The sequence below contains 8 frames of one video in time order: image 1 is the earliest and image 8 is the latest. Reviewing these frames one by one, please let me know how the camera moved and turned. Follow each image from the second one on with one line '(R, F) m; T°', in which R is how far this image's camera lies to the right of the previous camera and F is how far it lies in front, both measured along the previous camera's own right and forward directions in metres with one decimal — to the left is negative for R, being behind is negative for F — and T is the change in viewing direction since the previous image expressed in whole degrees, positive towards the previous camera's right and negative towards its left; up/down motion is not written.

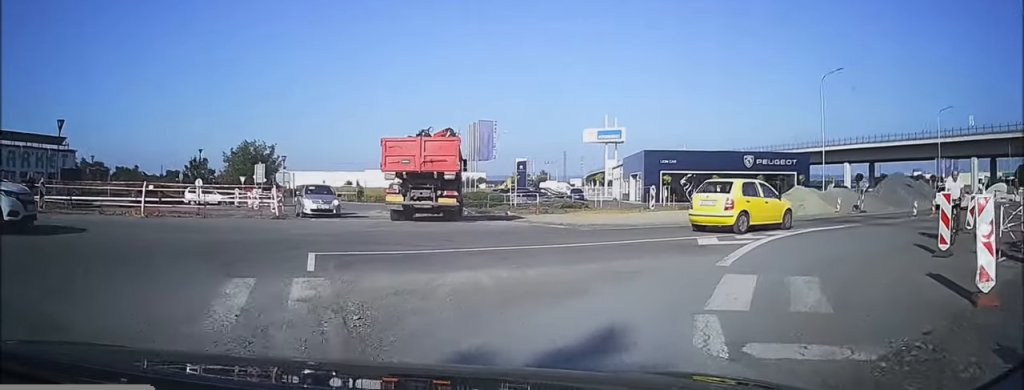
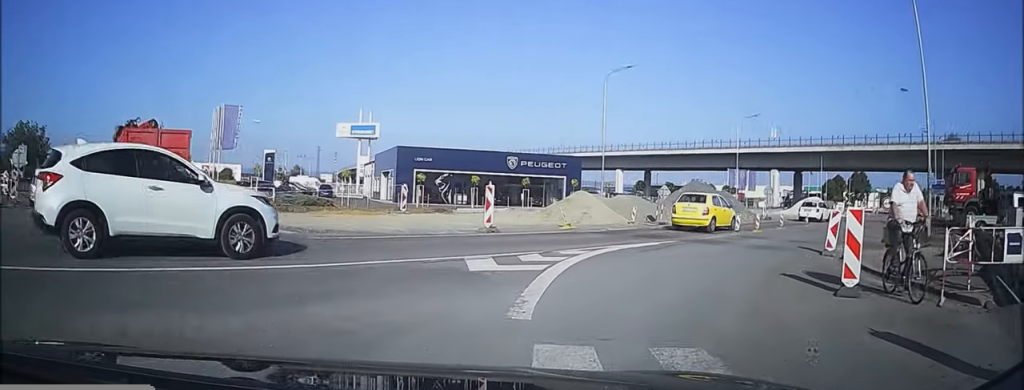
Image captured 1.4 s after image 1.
(+0.6, +4.7) m; +21°
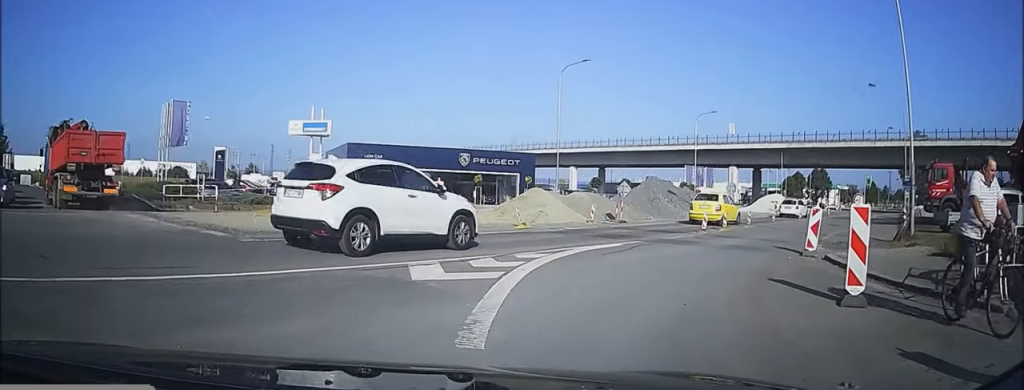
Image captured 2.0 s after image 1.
(+0.2, +1.9) m; +11°
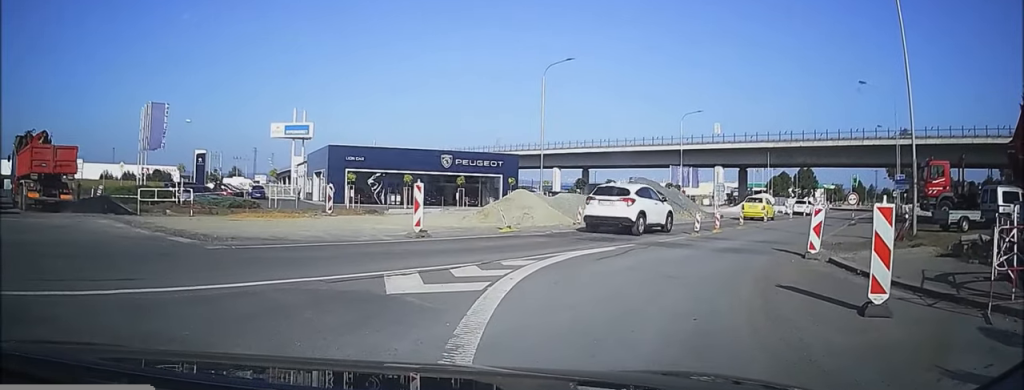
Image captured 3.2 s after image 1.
(+0.3, +2.8) m; +20°
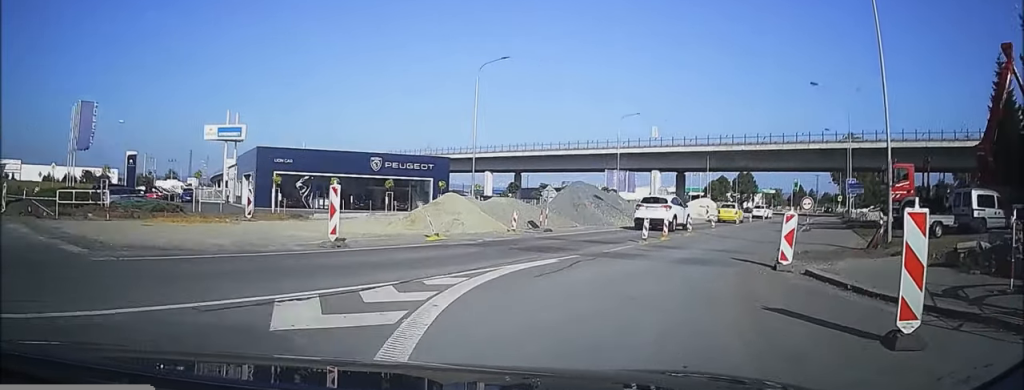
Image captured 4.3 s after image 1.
(+0.6, +1.7) m; +27°
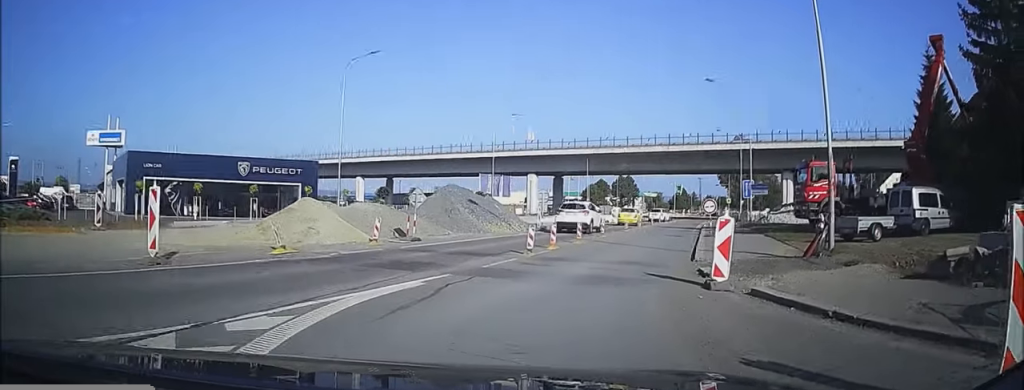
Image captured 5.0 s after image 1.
(+0.3, +1.7) m; +5°
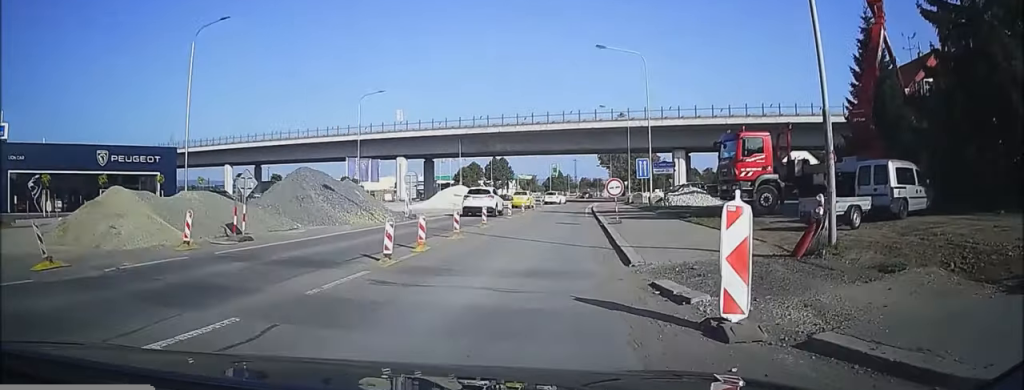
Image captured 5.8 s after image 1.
(-0.1, +3.1) m; -8°
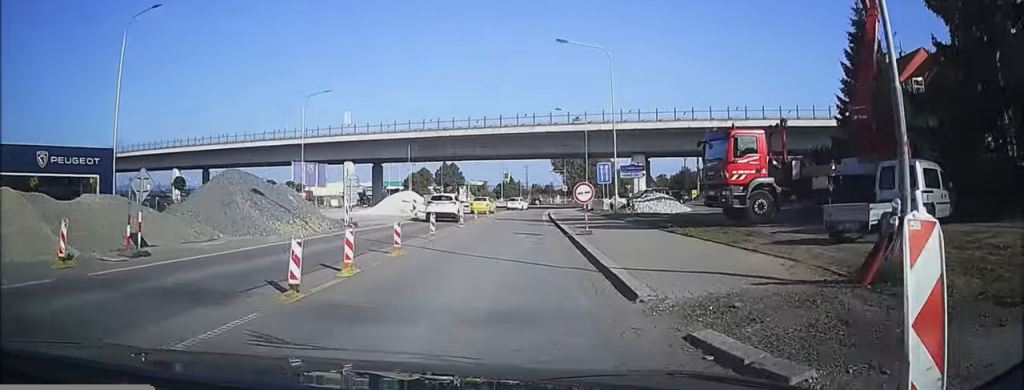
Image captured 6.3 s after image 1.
(-0.2, +2.2) m; -3°
